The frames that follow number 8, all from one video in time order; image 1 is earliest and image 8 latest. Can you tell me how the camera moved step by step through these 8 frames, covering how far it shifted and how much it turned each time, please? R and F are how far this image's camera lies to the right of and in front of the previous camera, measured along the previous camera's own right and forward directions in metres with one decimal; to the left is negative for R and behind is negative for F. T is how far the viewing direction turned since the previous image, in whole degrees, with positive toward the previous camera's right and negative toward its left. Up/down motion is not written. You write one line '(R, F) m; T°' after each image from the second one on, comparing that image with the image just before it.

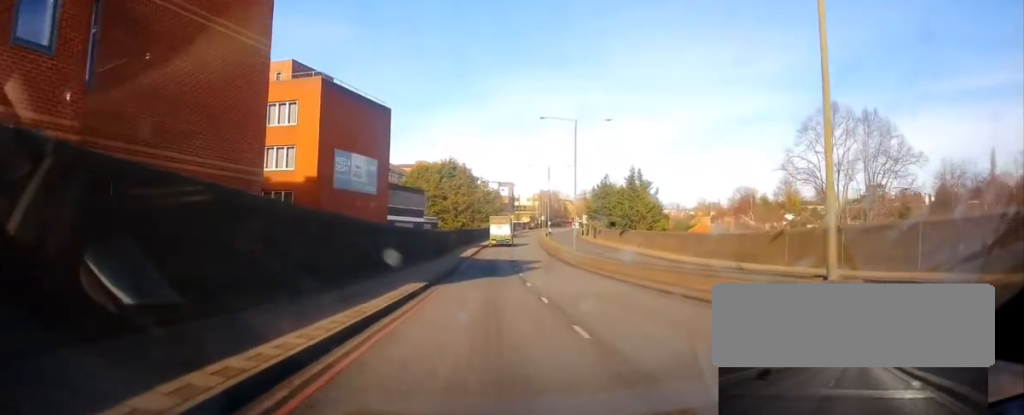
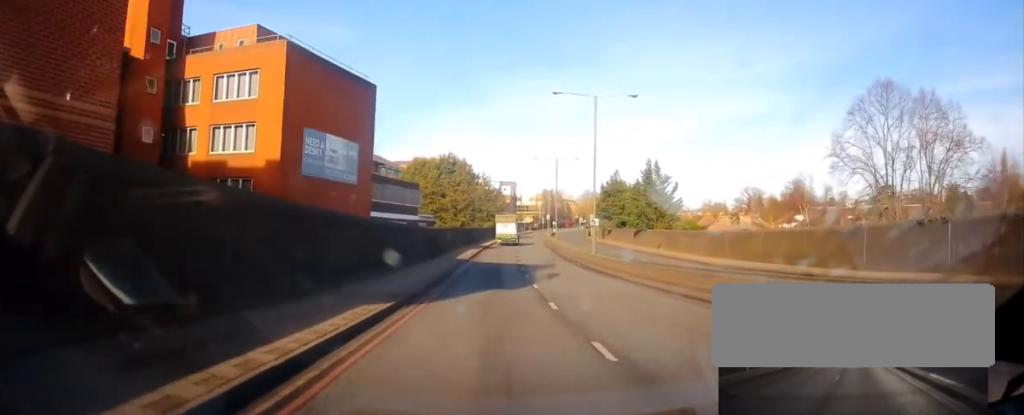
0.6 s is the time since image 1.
(+0.2, +7.4) m; 0°
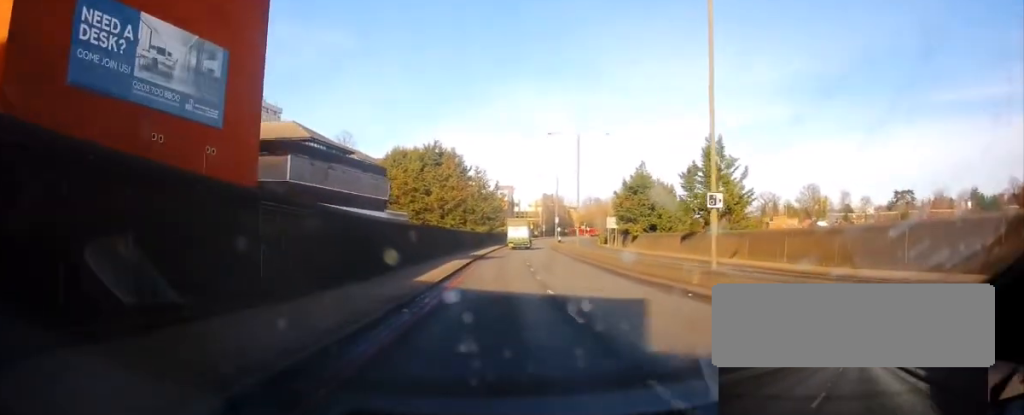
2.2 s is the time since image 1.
(+0.2, +20.2) m; +1°
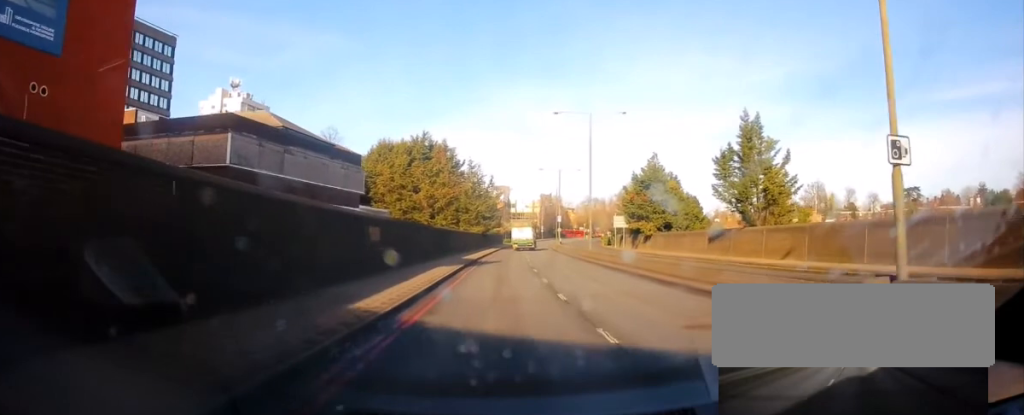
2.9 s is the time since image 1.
(+0.1, +8.6) m; 0°
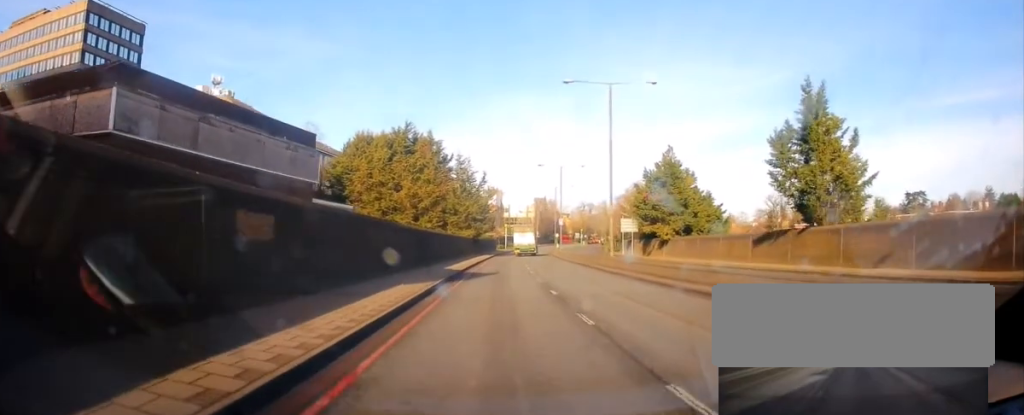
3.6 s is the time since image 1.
(-0.3, +9.7) m; +1°
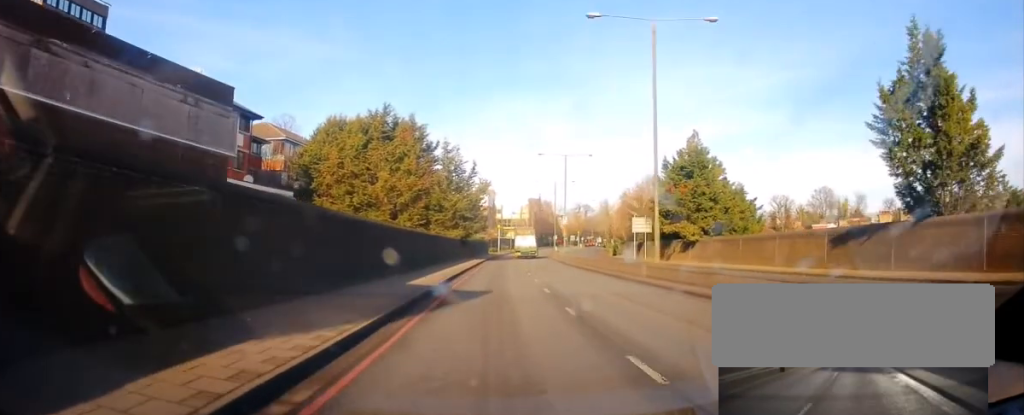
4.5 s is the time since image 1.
(+0.5, +10.5) m; +1°
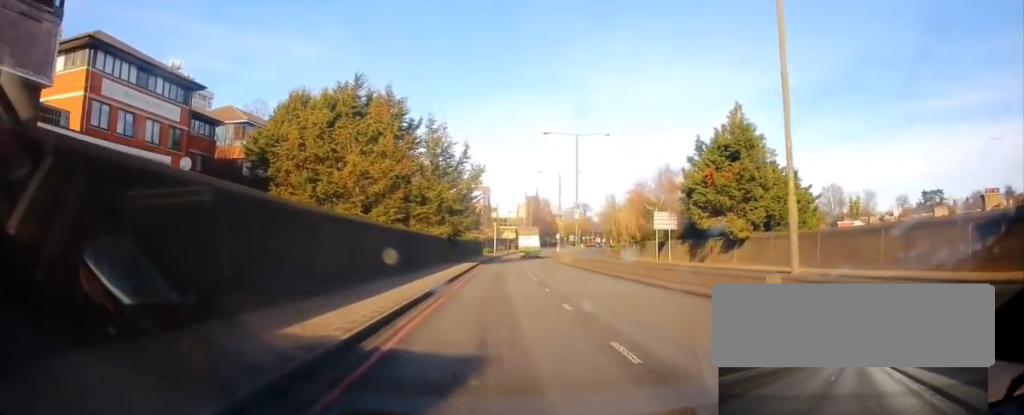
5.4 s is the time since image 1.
(-0.3, +11.1) m; 0°
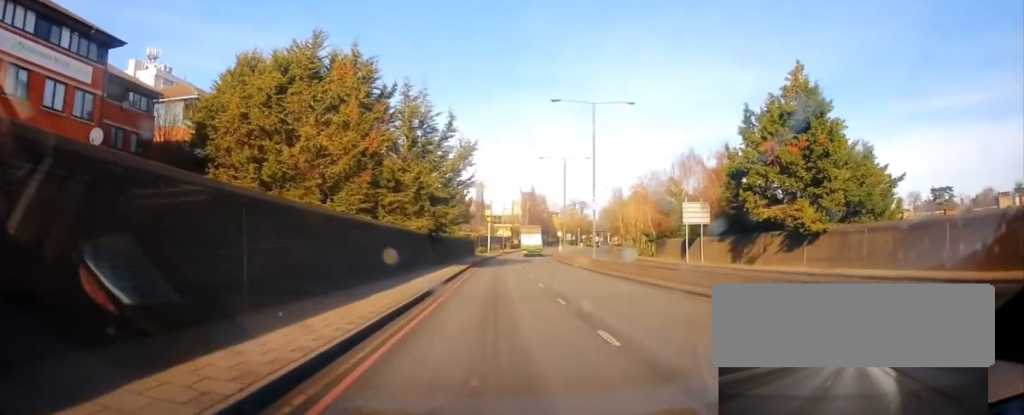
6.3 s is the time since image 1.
(+0.2, +10.3) m; +1°
